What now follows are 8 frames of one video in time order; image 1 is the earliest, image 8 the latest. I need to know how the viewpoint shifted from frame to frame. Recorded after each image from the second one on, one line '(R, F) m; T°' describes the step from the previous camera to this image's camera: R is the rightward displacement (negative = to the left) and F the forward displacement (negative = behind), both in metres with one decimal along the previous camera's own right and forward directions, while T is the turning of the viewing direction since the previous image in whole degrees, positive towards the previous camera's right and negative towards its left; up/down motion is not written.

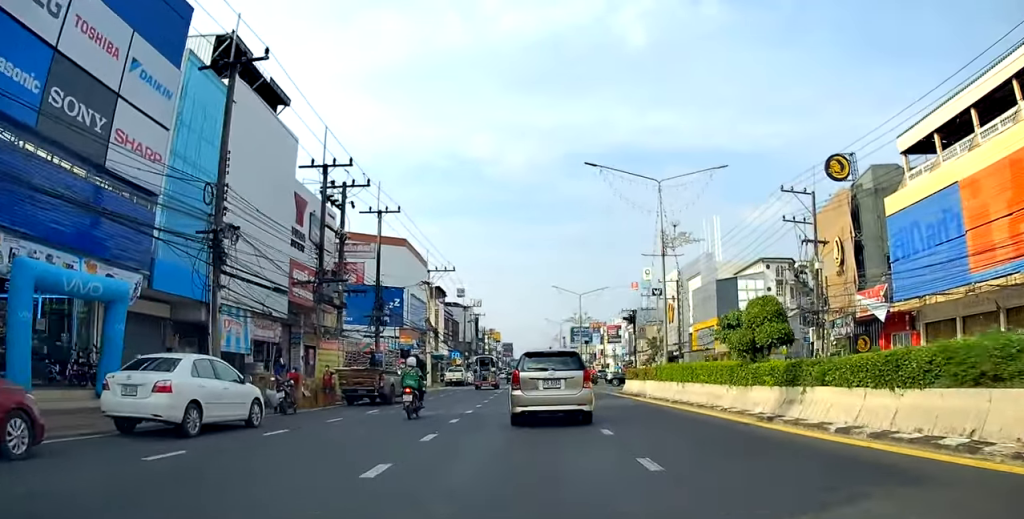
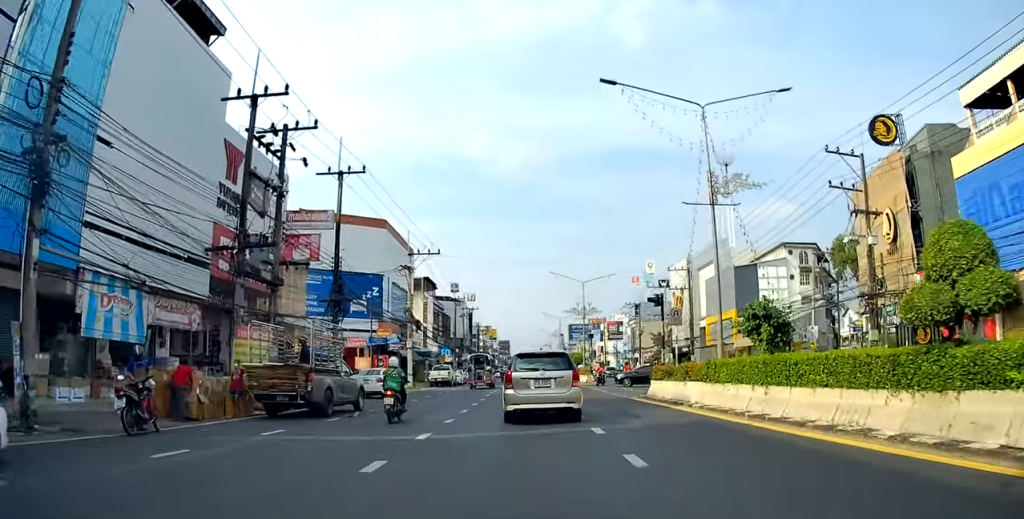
(+0.1, +7.4) m; +3°
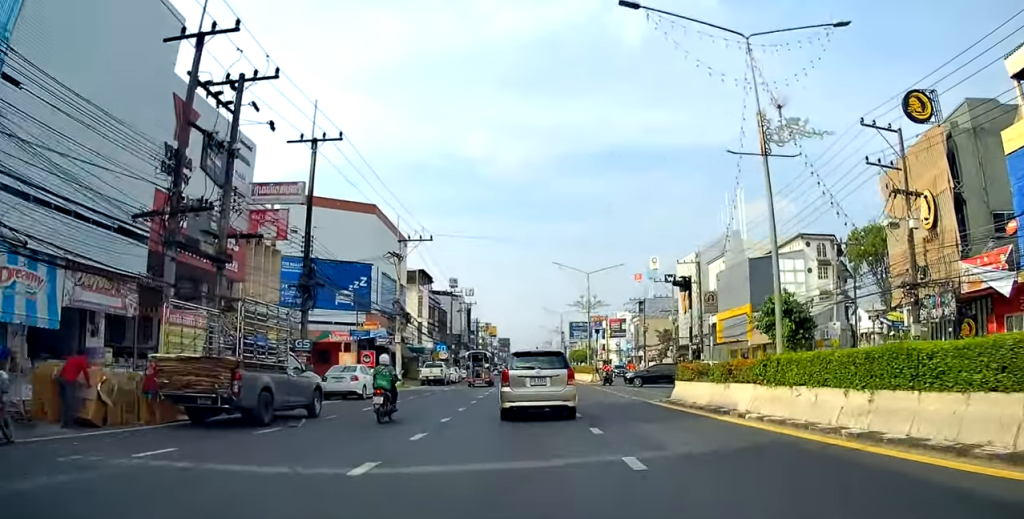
(+0.3, +4.1) m; 0°
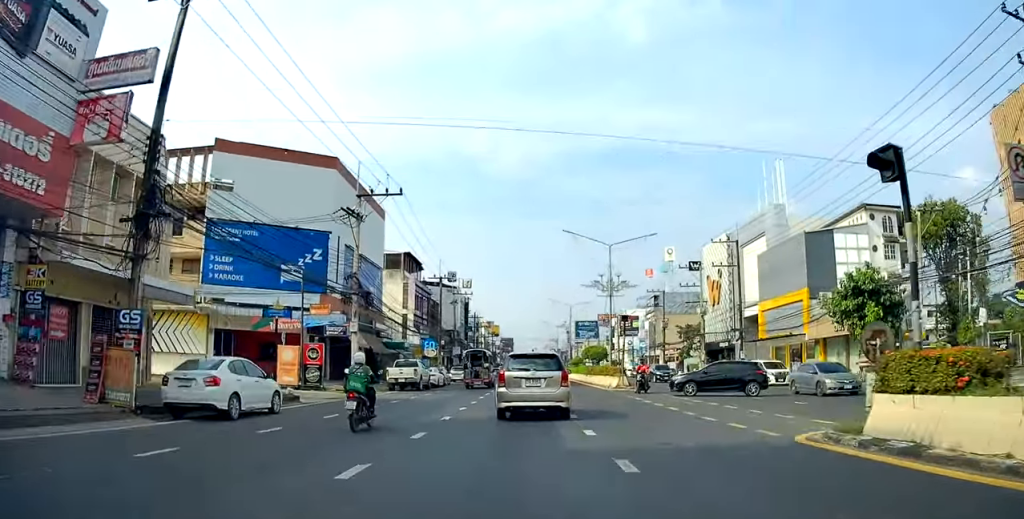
(-0.1, +11.9) m; -2°
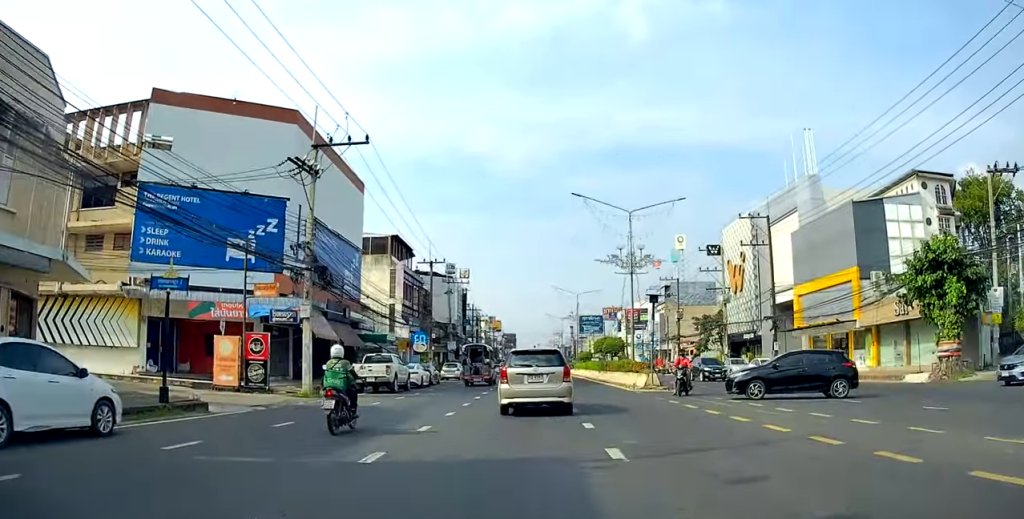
(-0.2, +7.3) m; -1°
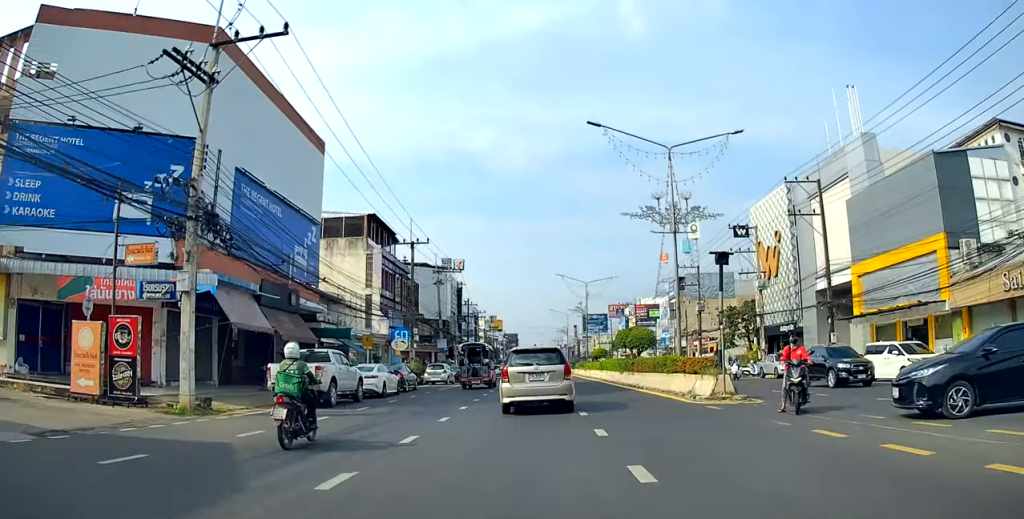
(0.0, +9.1) m; 0°
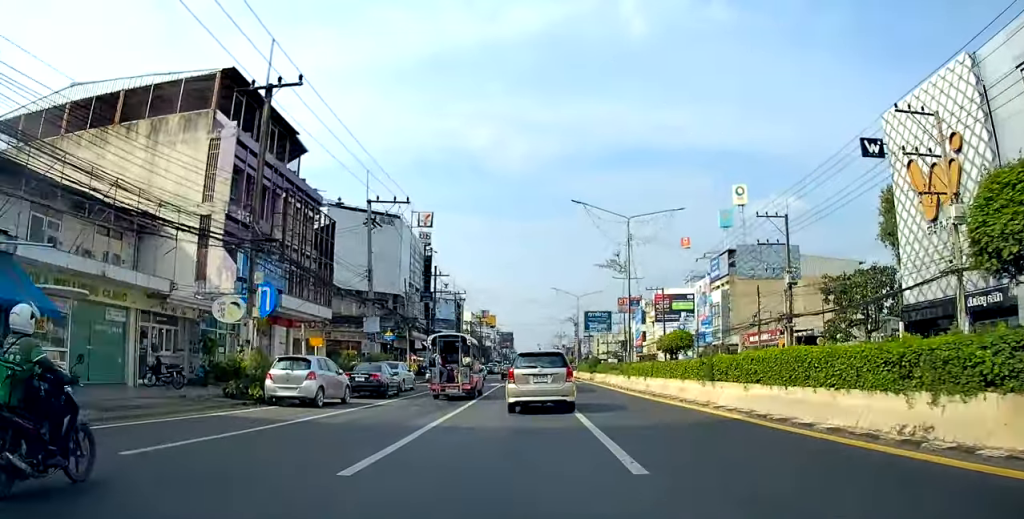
(+0.2, +26.7) m; +1°
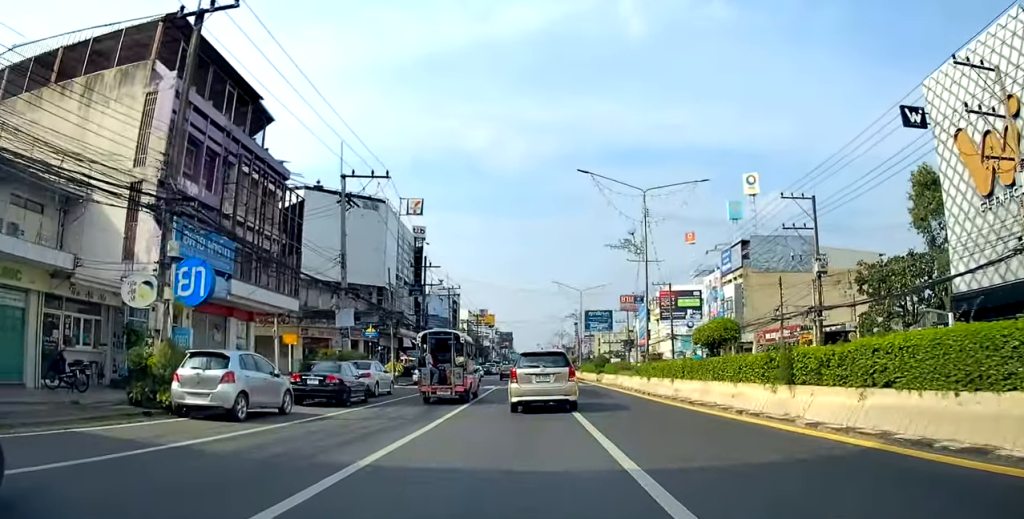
(0.0, +4.9) m; 0°
